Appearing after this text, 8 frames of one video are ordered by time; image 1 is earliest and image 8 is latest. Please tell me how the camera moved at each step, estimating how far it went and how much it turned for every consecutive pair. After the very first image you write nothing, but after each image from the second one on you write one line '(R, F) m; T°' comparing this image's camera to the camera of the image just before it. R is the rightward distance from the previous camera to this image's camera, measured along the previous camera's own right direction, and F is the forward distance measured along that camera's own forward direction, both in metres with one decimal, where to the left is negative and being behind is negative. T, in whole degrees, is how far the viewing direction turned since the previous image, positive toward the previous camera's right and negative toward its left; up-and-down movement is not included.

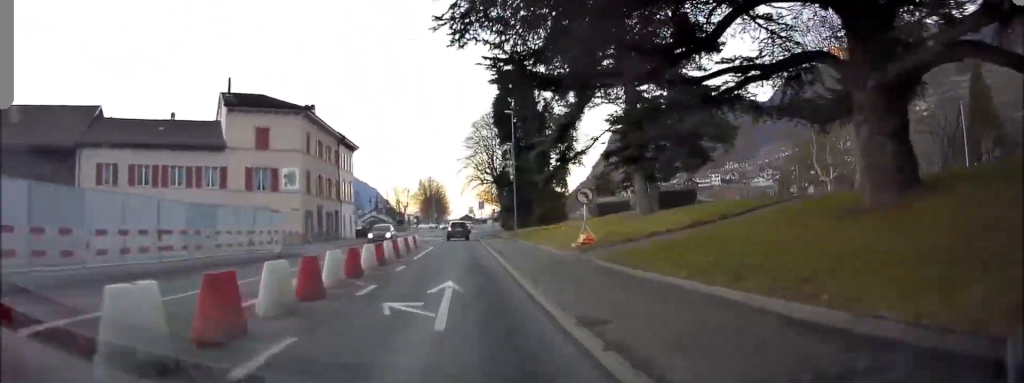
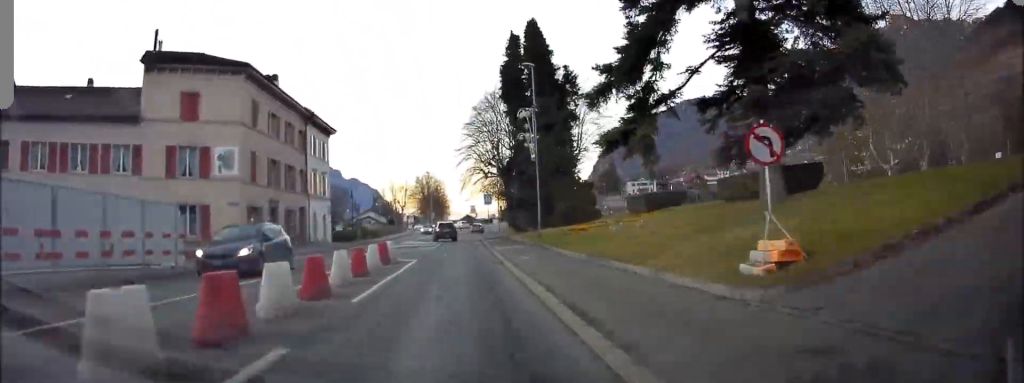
(+0.2, +12.7) m; +1°
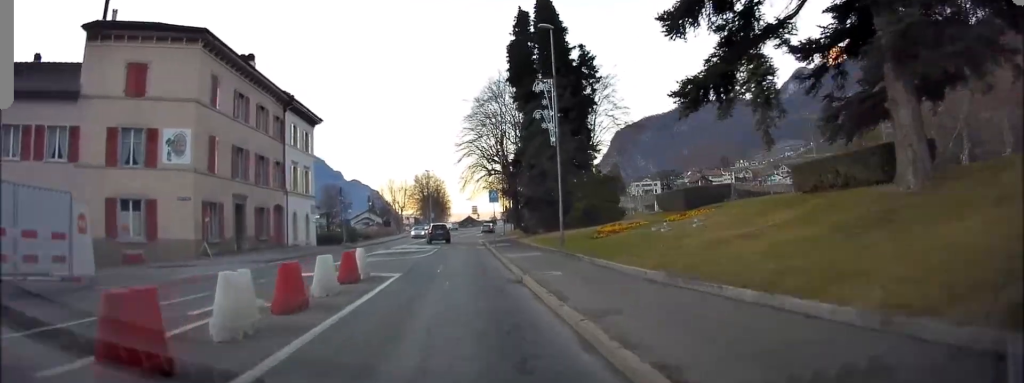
(0.0, +6.2) m; 0°
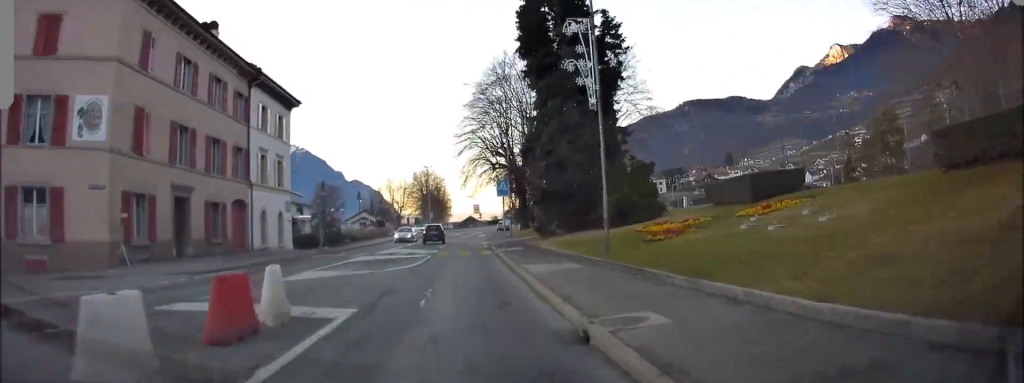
(0.0, +6.8) m; 0°
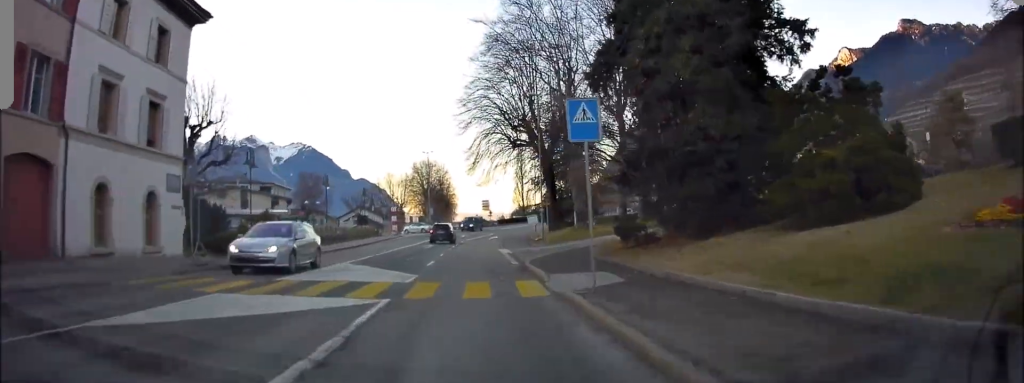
(-0.3, +17.5) m; 0°
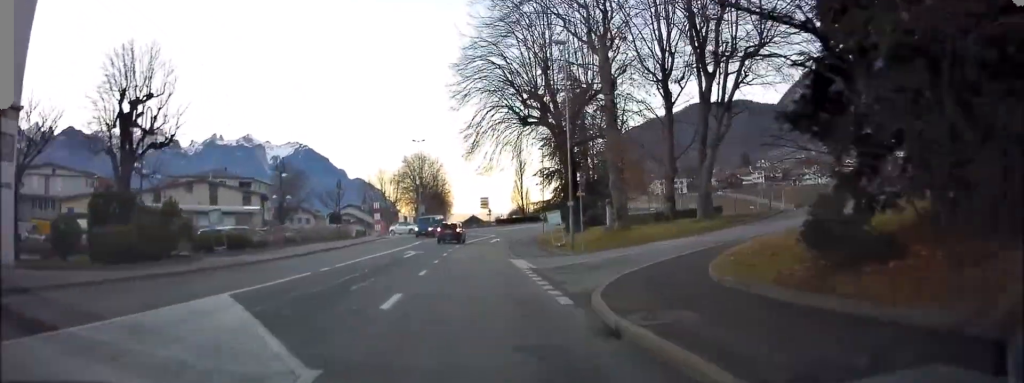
(+0.2, +10.3) m; +2°
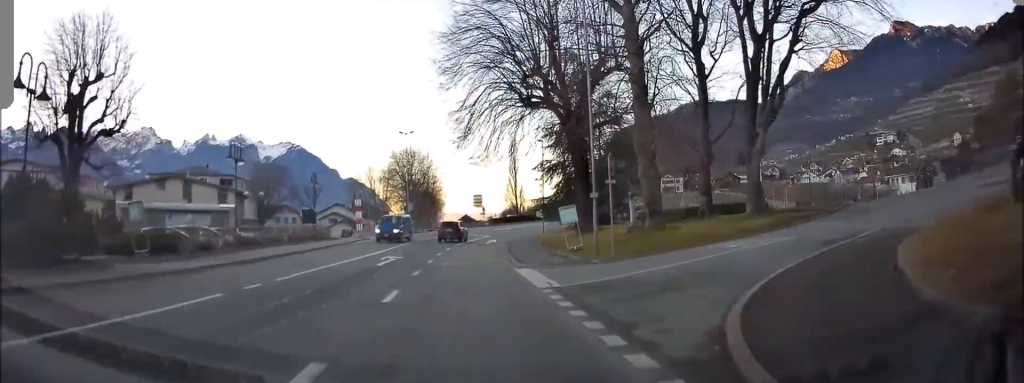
(+0.1, +5.9) m; +1°
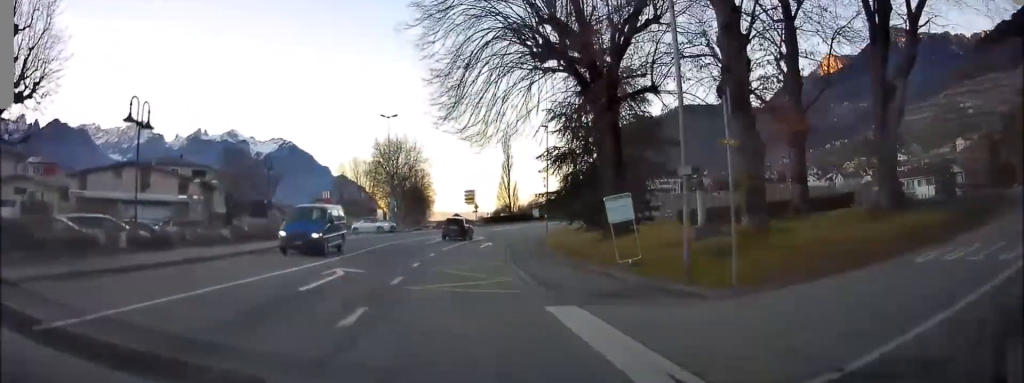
(-0.1, +8.2) m; 0°
